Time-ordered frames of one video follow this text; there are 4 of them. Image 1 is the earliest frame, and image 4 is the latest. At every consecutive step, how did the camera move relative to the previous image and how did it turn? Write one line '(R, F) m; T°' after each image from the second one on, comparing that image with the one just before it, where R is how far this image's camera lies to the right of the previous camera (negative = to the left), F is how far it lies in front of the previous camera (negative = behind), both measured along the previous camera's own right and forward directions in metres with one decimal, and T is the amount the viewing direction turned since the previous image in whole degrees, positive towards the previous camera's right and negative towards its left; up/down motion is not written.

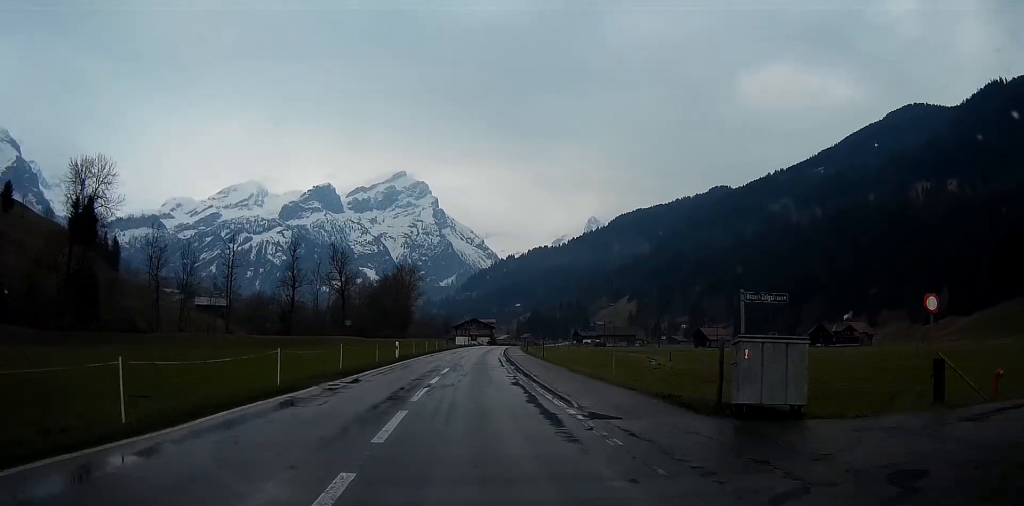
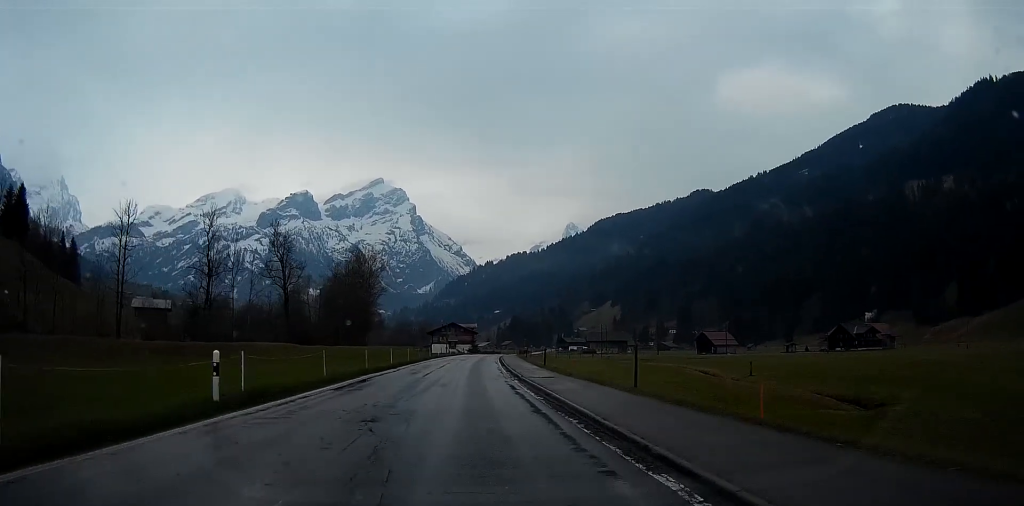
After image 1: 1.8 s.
(+0.2, +28.2) m; +1°
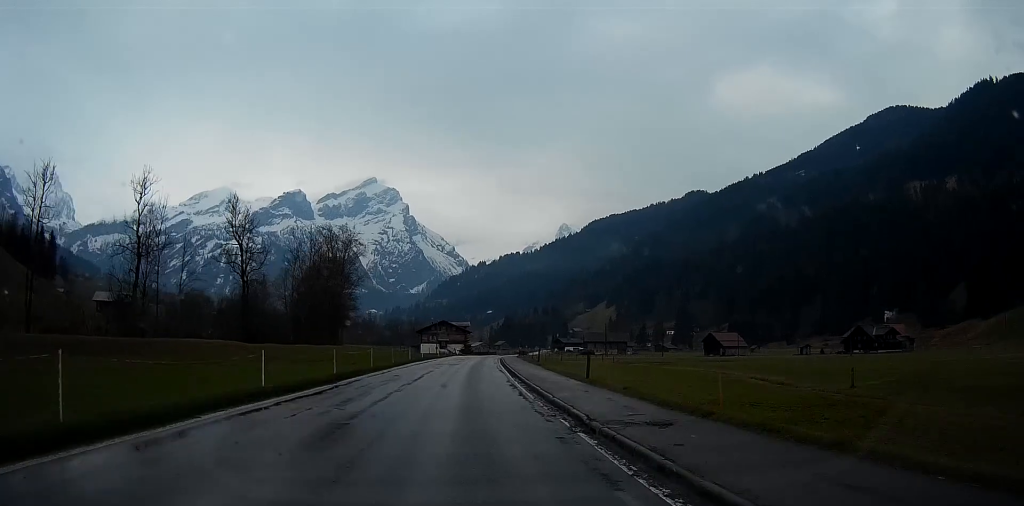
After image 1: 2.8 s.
(+0.2, +16.3) m; +1°
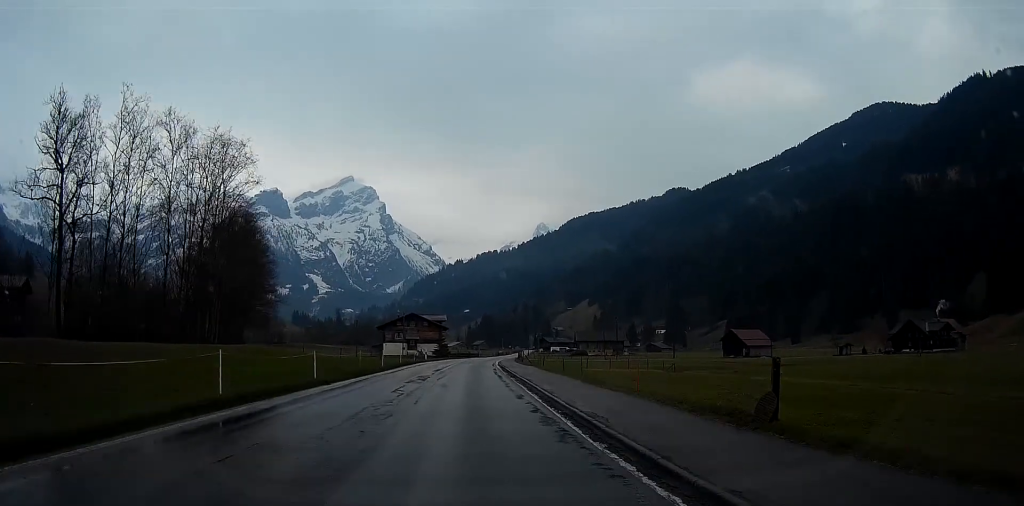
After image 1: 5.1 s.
(+0.8, +38.3) m; +2°
